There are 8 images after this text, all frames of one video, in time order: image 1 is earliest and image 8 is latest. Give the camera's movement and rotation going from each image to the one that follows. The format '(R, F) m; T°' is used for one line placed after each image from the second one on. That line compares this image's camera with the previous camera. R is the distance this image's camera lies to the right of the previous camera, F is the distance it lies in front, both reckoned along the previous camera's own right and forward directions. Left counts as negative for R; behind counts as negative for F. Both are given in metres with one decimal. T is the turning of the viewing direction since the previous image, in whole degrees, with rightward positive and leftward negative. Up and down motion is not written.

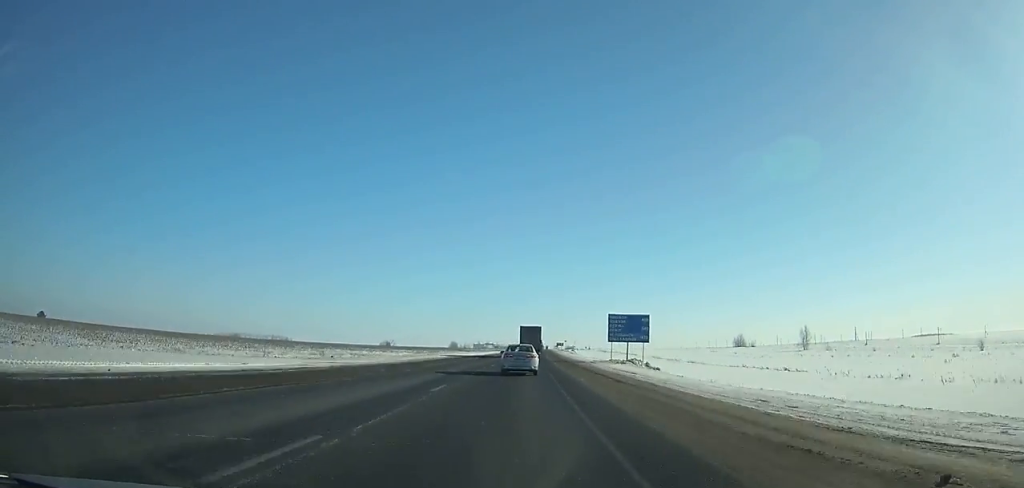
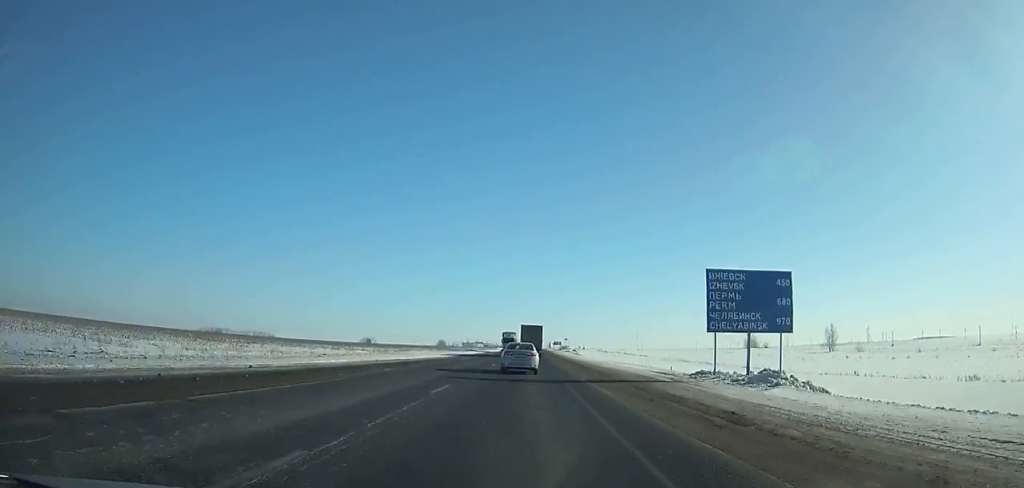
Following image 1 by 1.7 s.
(+0.2, +36.5) m; +1°
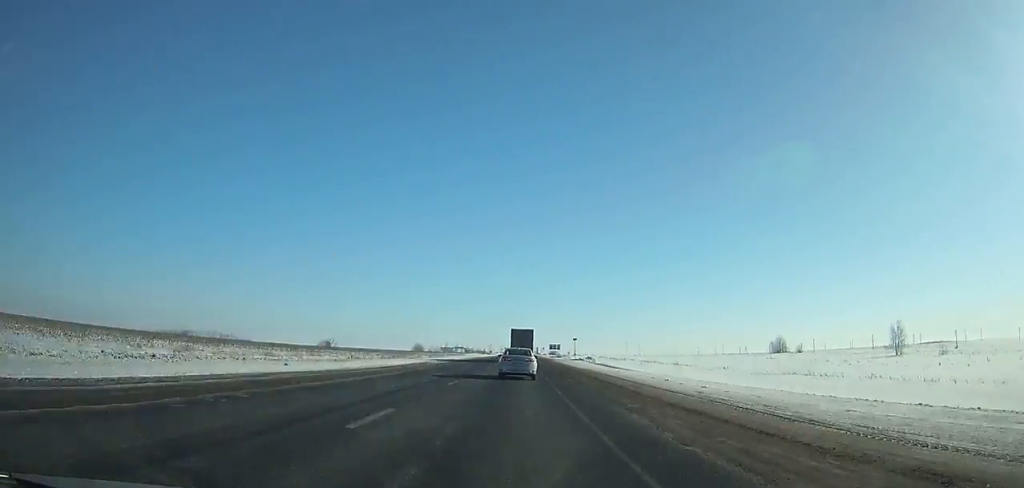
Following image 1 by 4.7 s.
(+0.7, +63.3) m; +1°
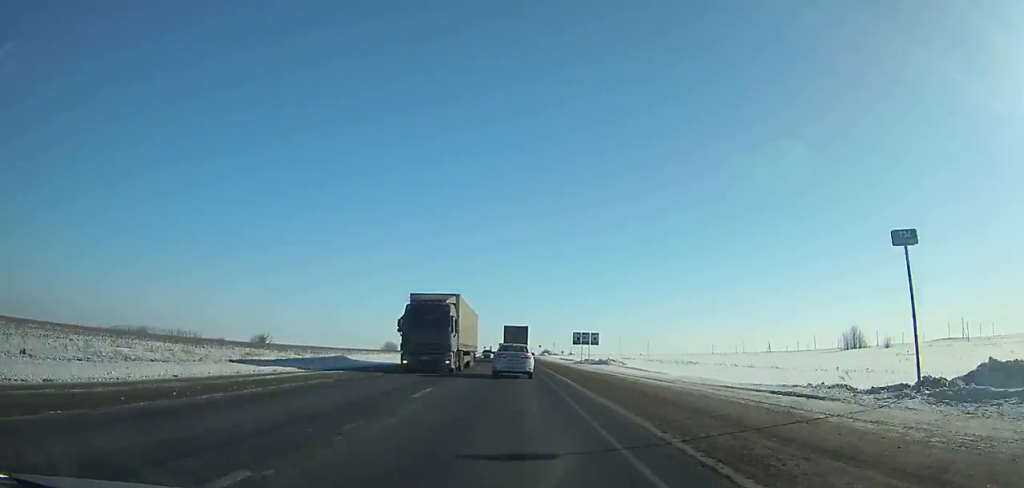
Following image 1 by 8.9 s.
(+0.4, +85.5) m; 0°
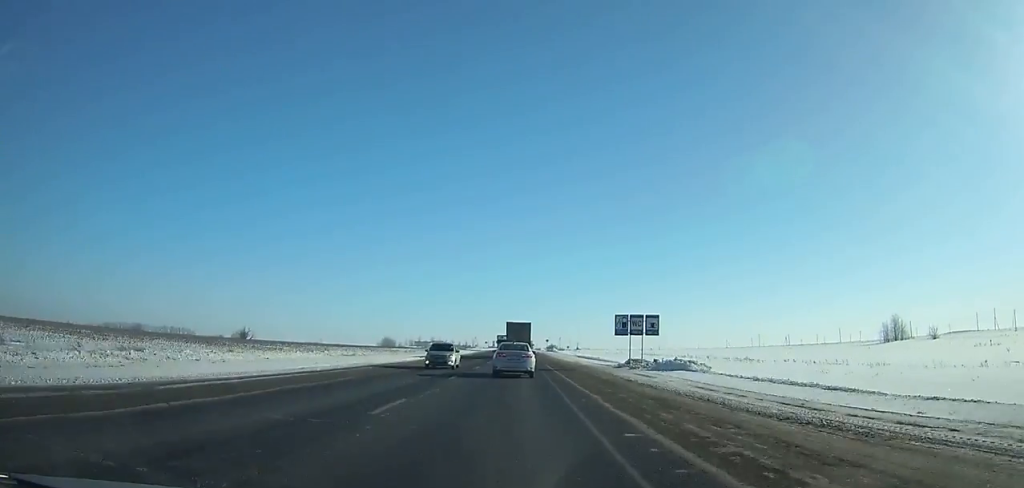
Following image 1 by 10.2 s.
(+0.1, +25.9) m; 0°
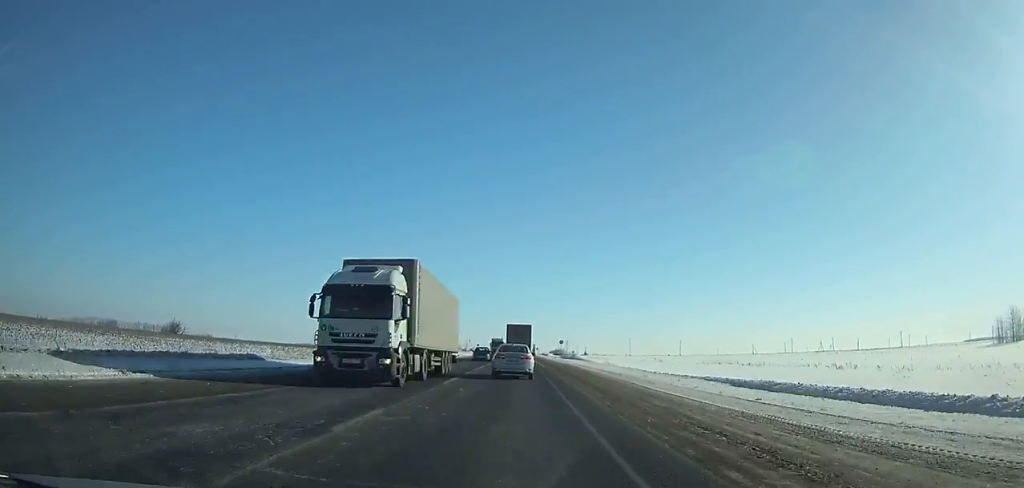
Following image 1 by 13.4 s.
(-0.3, +62.2) m; 0°
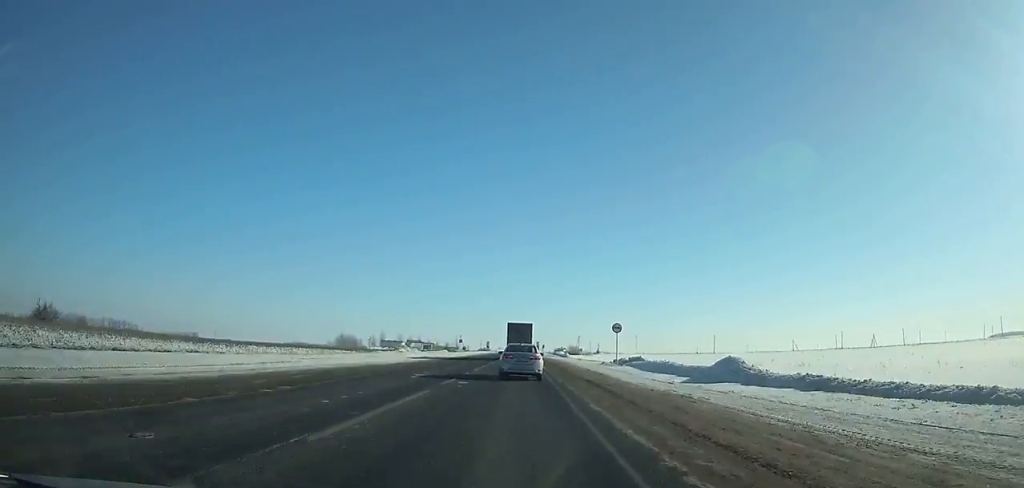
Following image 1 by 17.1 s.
(+0.1, +70.6) m; 0°
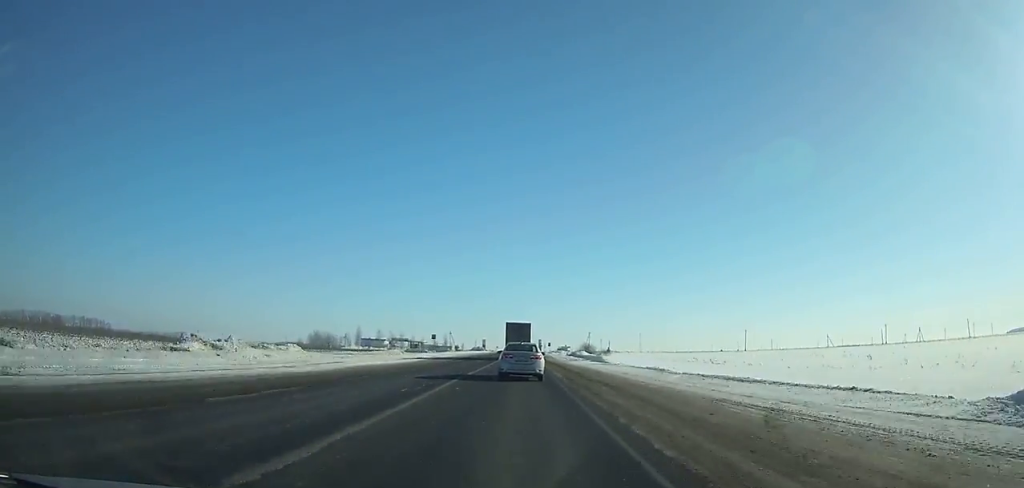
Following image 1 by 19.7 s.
(0.0, +49.3) m; 0°
